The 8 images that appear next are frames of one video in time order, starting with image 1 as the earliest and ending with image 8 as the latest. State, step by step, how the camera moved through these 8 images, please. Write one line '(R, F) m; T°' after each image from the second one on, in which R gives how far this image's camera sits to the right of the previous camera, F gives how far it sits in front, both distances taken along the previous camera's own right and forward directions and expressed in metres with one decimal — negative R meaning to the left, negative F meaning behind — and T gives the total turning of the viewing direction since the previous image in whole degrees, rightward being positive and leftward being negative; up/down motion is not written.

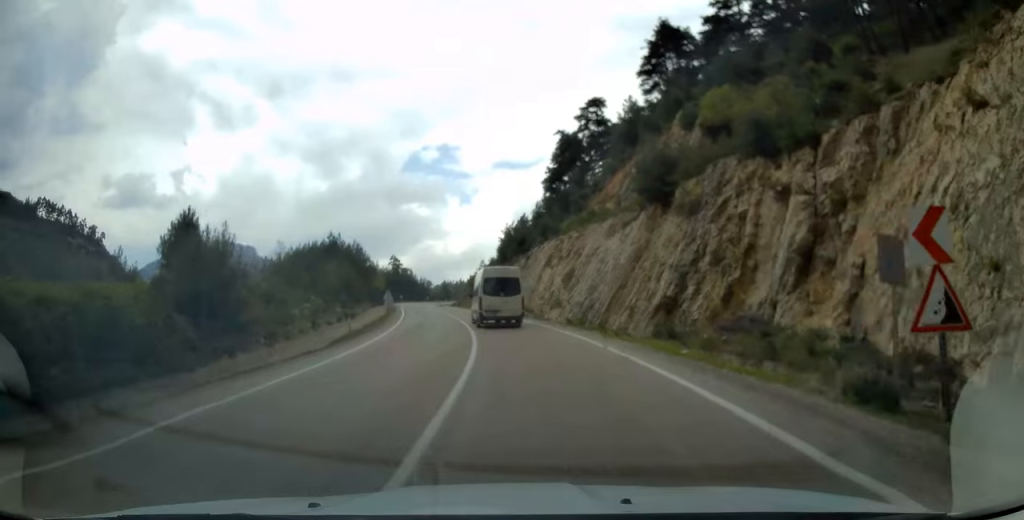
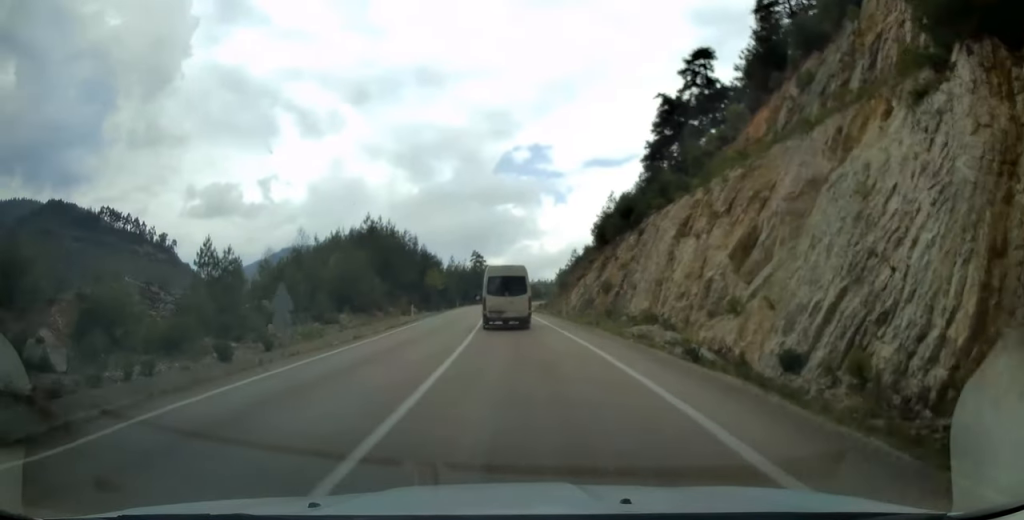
(-1.6, +29.1) m; -7°
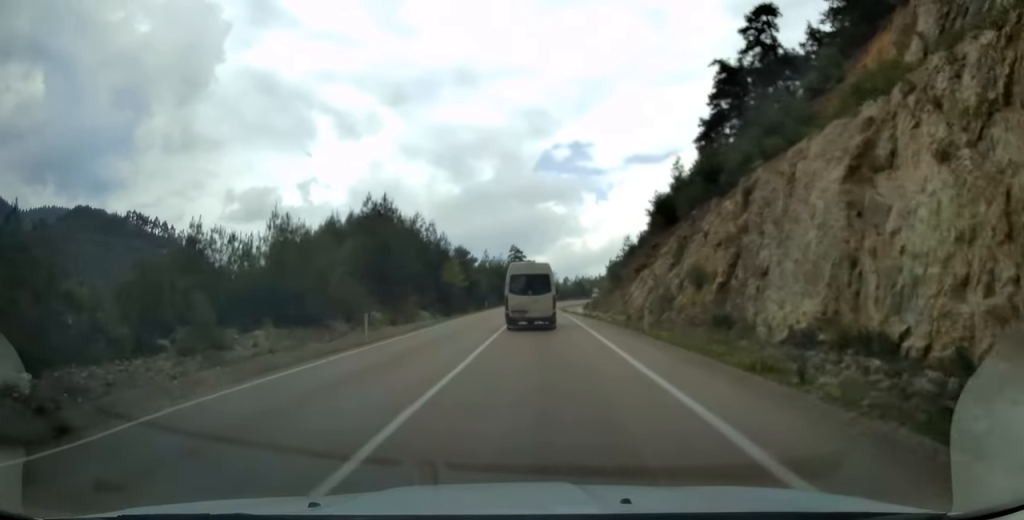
(-0.9, +18.3) m; -4°
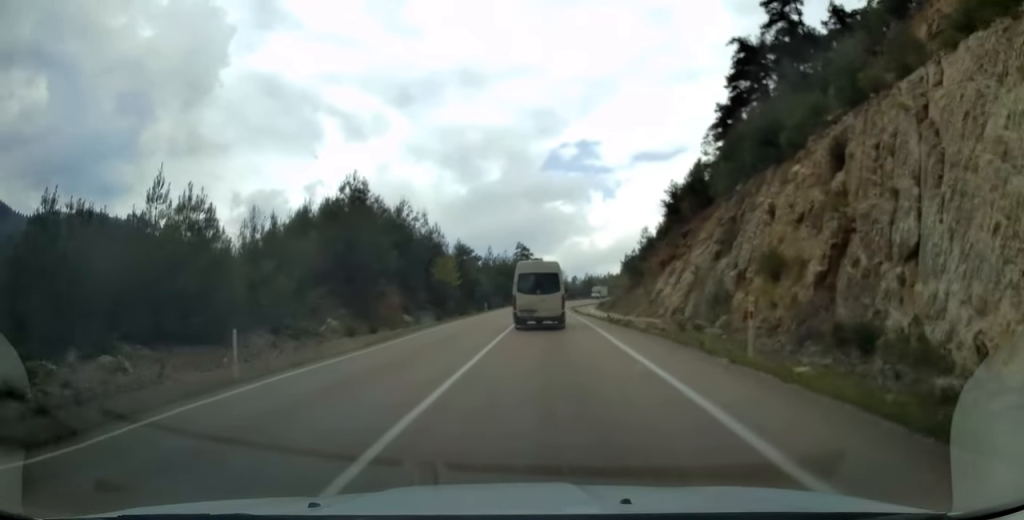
(-0.2, +10.2) m; -1°
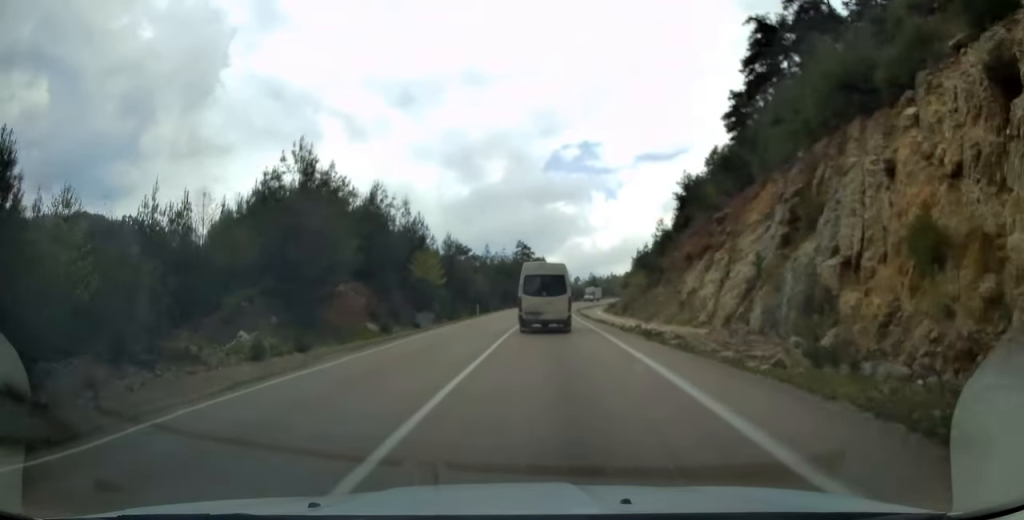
(0.0, +10.1) m; 0°
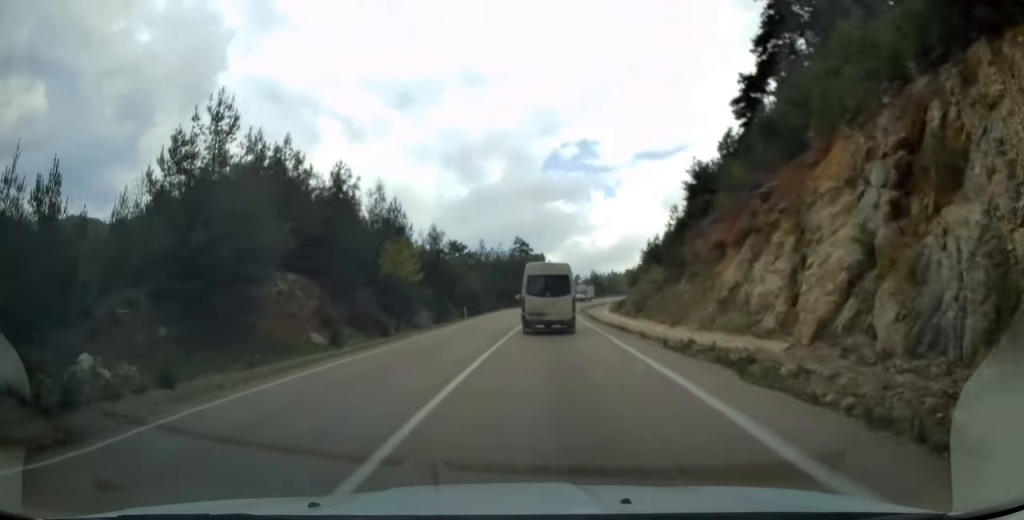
(0.0, +8.9) m; 0°
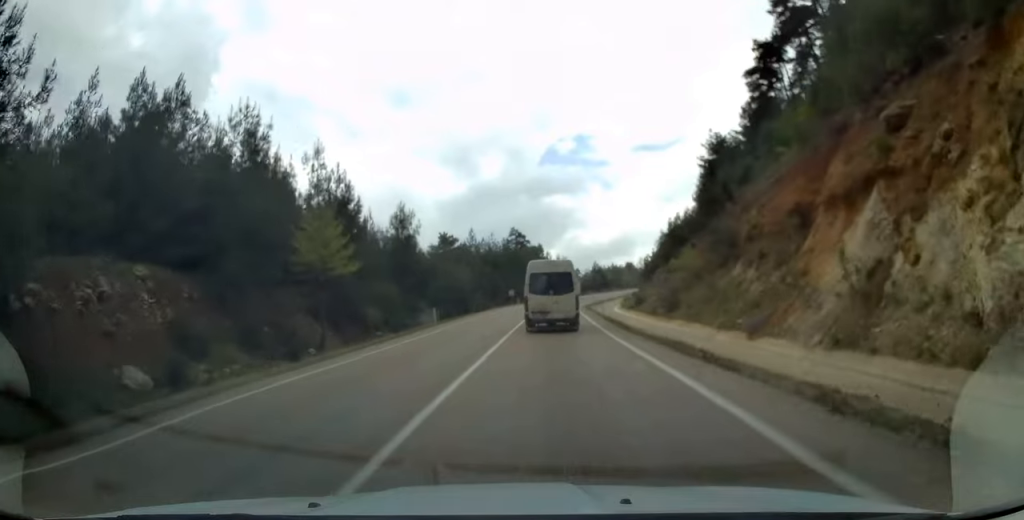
(0.0, +13.4) m; 0°
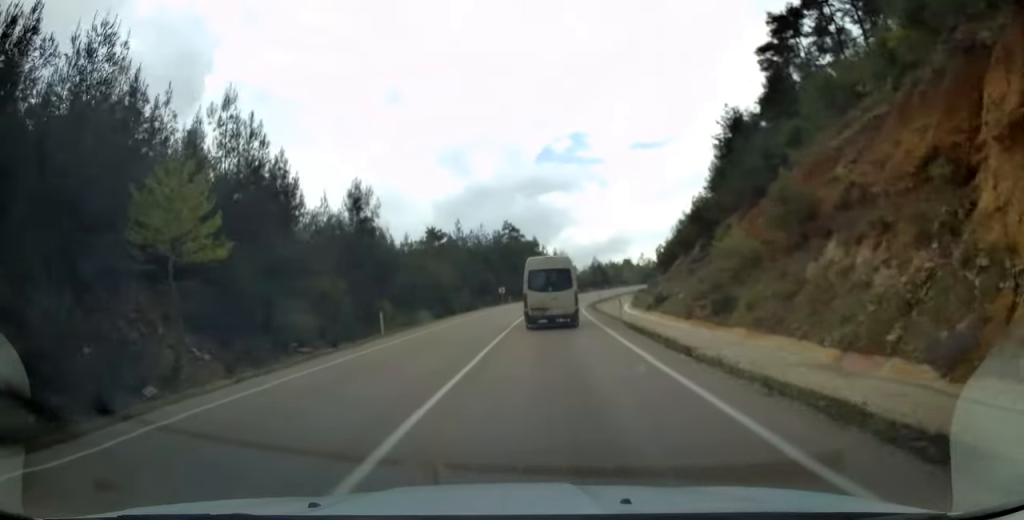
(0.0, +11.2) m; 0°
